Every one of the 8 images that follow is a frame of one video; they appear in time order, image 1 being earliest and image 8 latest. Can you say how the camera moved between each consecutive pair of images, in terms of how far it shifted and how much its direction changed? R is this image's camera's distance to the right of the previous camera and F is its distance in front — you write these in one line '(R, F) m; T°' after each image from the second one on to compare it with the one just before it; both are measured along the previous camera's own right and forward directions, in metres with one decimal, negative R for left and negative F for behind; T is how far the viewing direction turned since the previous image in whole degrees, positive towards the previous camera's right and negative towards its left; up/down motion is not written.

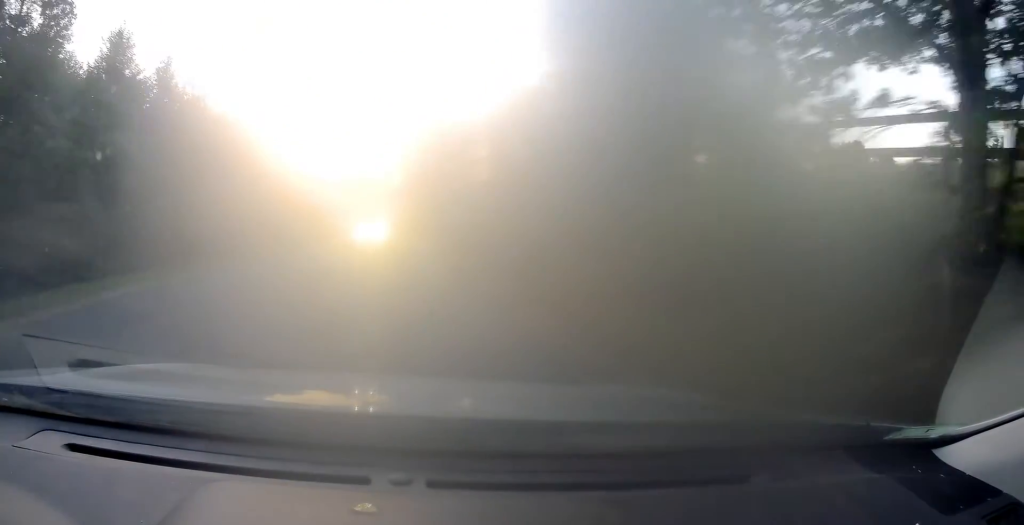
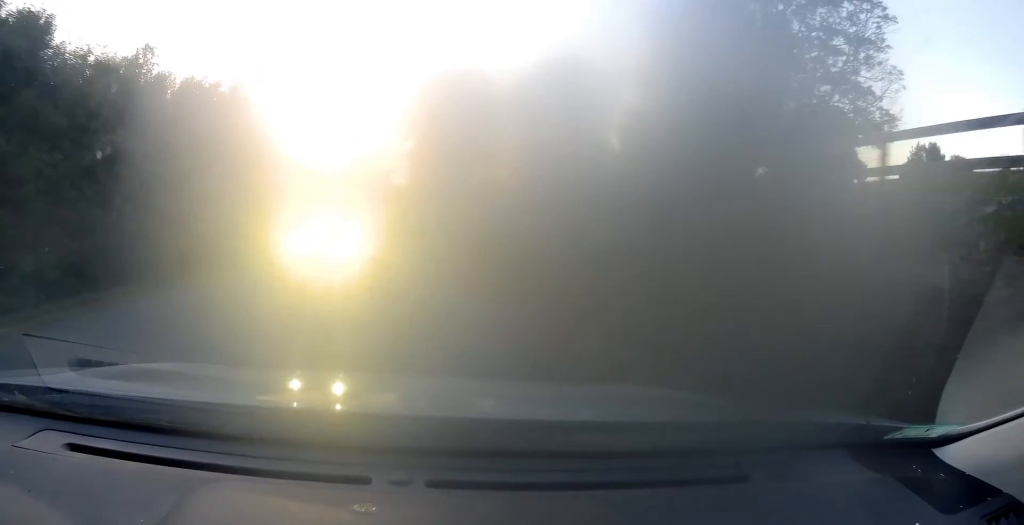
(-0.1, +20.1) m; -2°
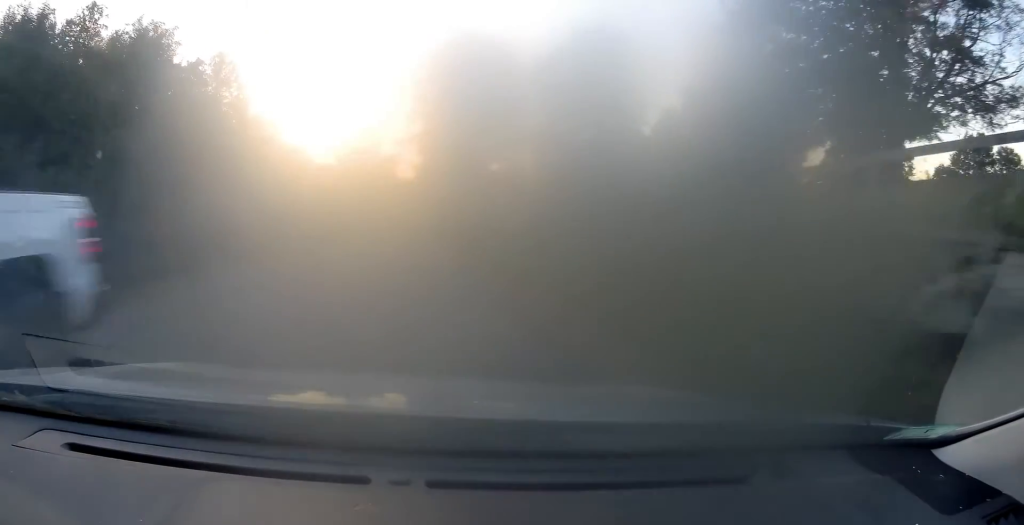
(-0.4, +10.7) m; -2°
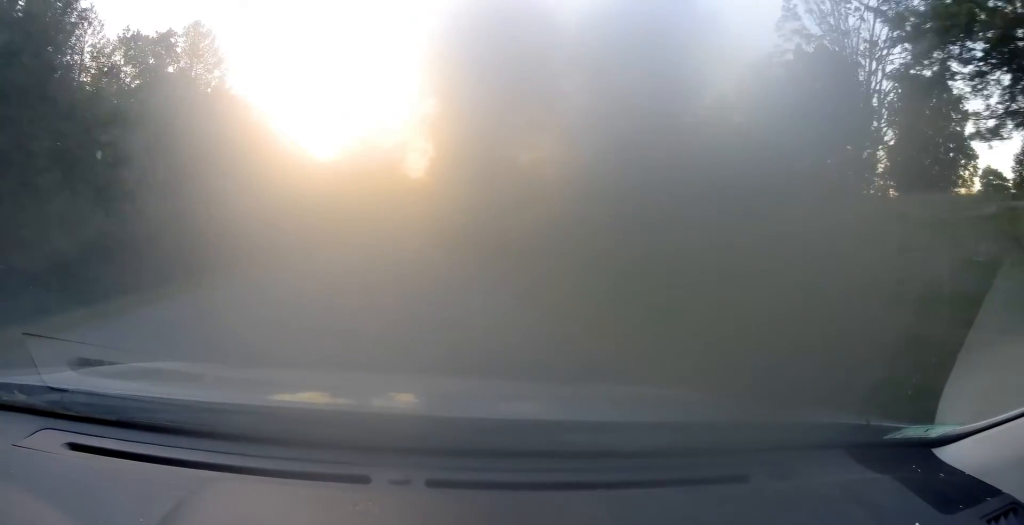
(-0.3, +12.5) m; -2°
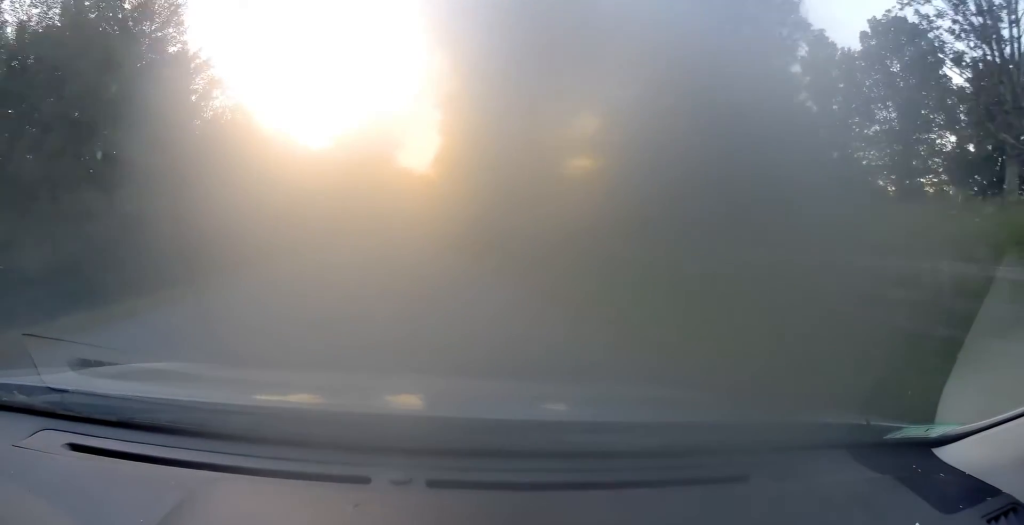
(-0.3, +12.8) m; -1°
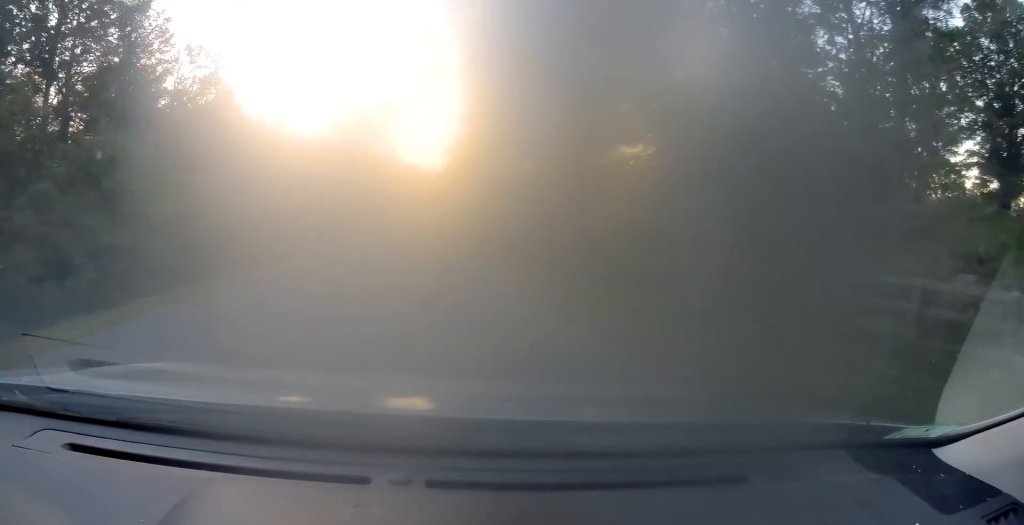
(+0.1, +11.3) m; +1°
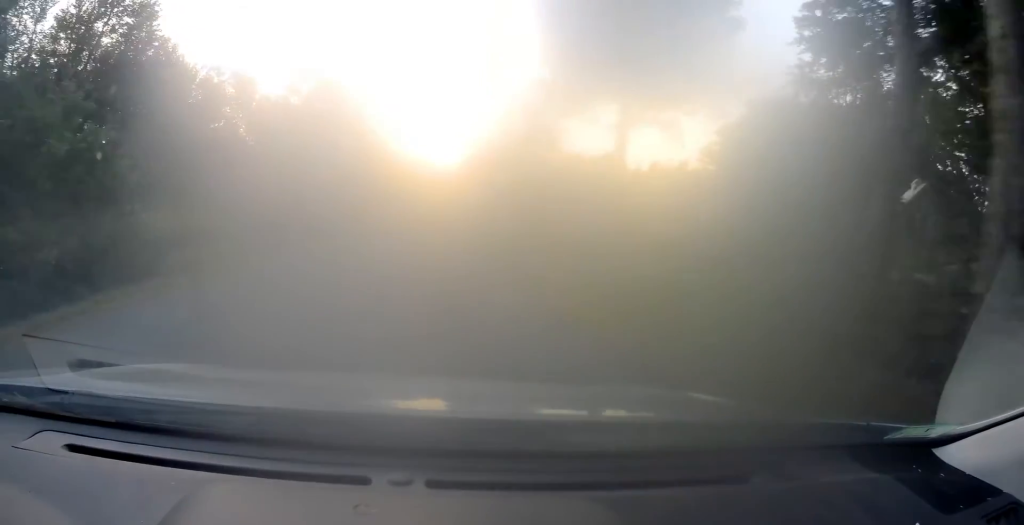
(0.0, +38.9) m; -2°
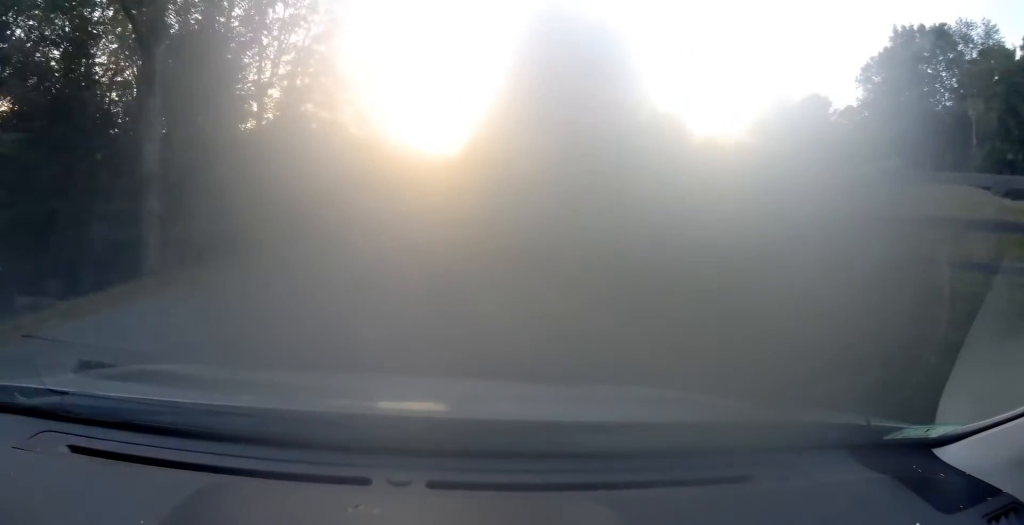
(-0.2, +30.1) m; +1°
